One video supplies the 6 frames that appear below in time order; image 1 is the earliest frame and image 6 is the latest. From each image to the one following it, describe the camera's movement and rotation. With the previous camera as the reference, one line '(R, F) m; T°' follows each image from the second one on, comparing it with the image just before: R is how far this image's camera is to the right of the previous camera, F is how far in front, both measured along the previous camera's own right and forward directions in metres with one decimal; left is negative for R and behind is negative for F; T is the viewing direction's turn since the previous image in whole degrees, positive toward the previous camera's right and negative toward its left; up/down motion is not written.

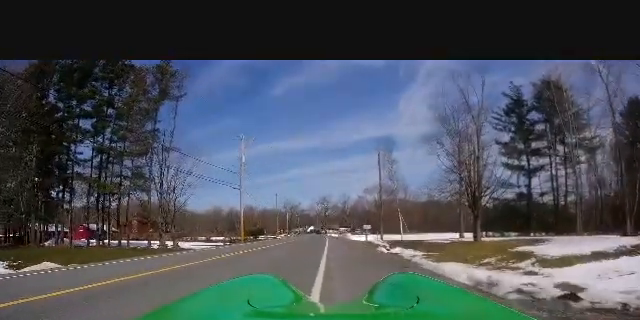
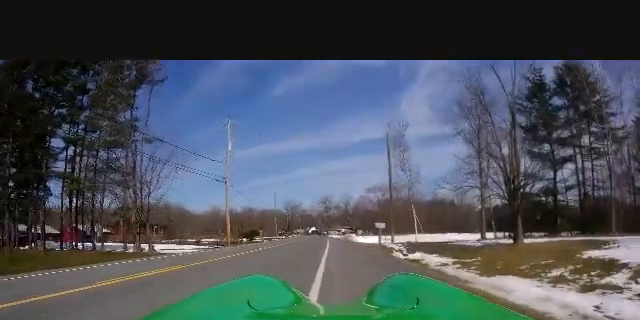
(-0.1, +5.3) m; -1°
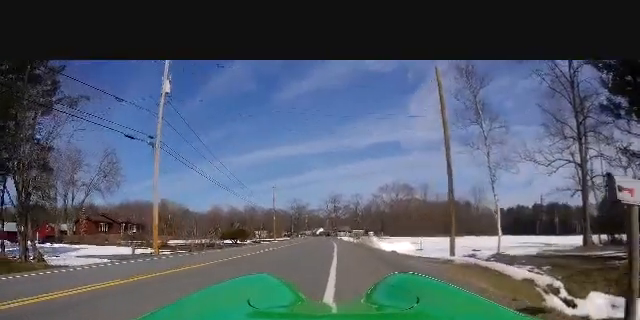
(0.0, +14.9) m; 0°
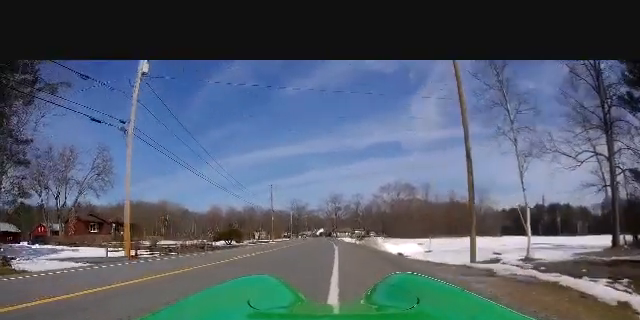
(-0.1, +2.8) m; 0°
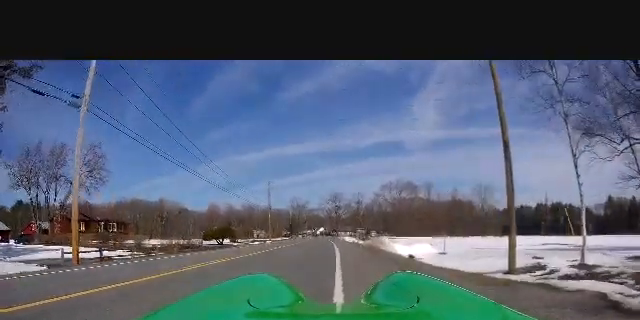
(+0.2, +3.7) m; +2°
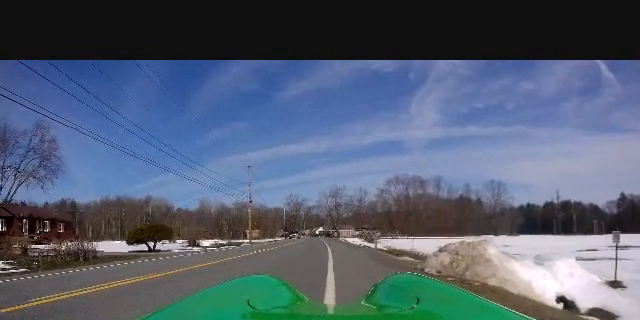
(-0.5, +16.7) m; -3°
